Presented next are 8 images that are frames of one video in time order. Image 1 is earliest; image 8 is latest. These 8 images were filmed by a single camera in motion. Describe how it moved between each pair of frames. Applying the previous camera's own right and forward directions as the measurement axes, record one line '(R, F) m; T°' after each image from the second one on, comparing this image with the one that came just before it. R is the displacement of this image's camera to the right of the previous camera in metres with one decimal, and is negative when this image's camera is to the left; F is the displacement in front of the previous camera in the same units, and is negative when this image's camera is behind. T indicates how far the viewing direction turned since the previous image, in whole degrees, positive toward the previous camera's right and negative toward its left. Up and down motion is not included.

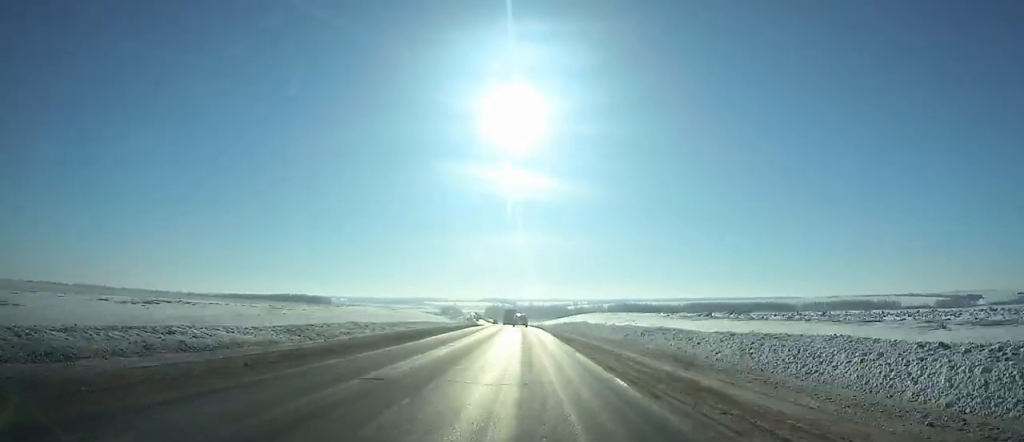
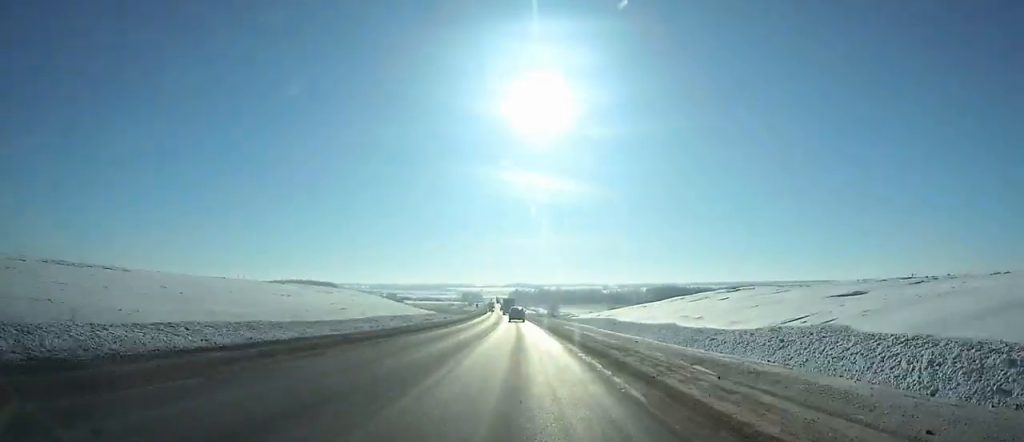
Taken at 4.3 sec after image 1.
(-0.8, +92.7) m; -1°
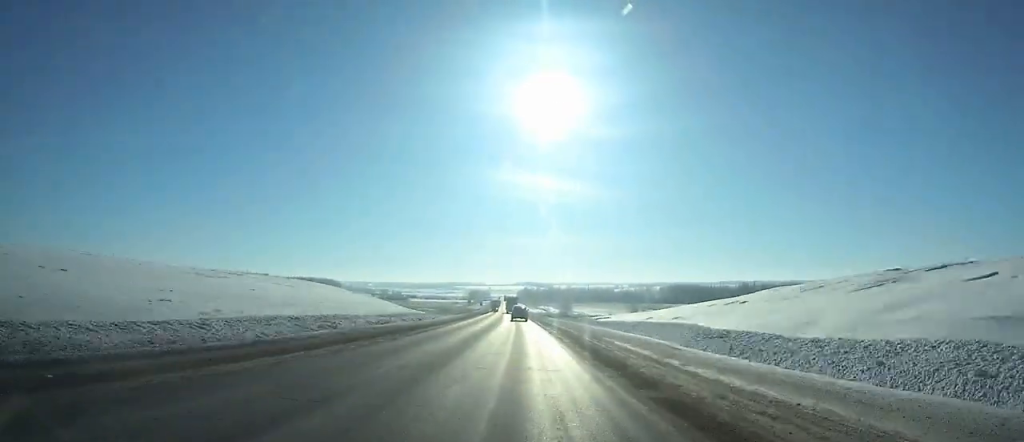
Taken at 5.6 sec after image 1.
(+0.3, +27.9) m; -1°
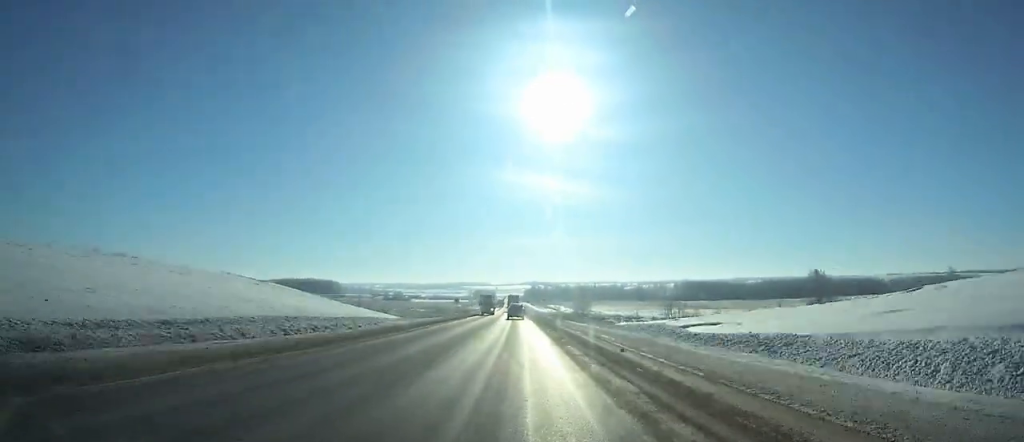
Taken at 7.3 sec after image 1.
(-0.6, +36.2) m; -1°
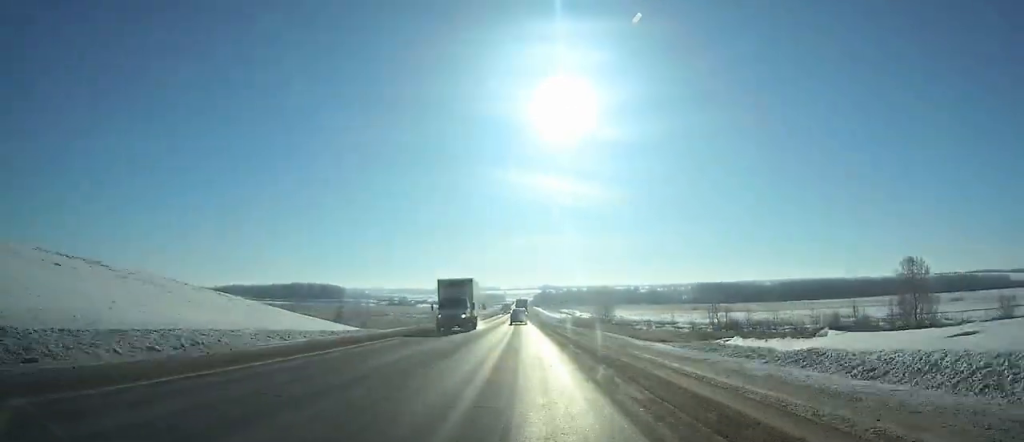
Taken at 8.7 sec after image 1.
(-0.6, +29.7) m; -1°
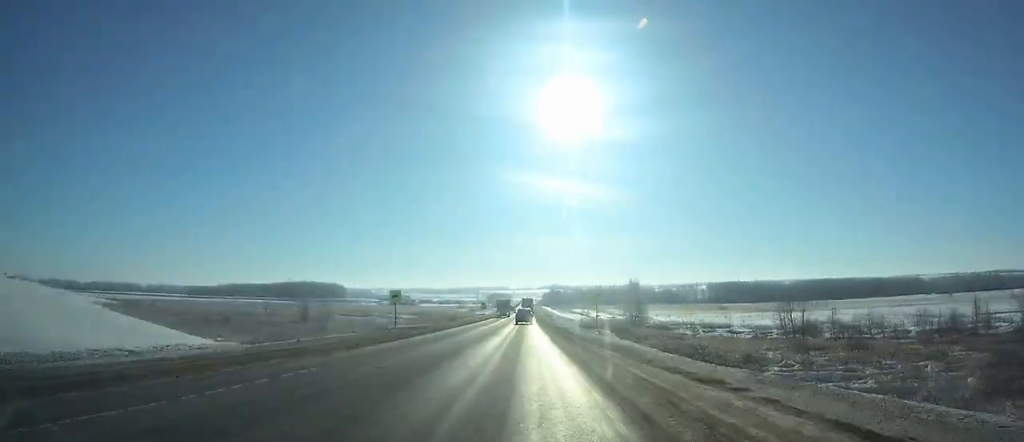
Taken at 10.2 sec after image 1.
(-0.2, +31.8) m; 0°
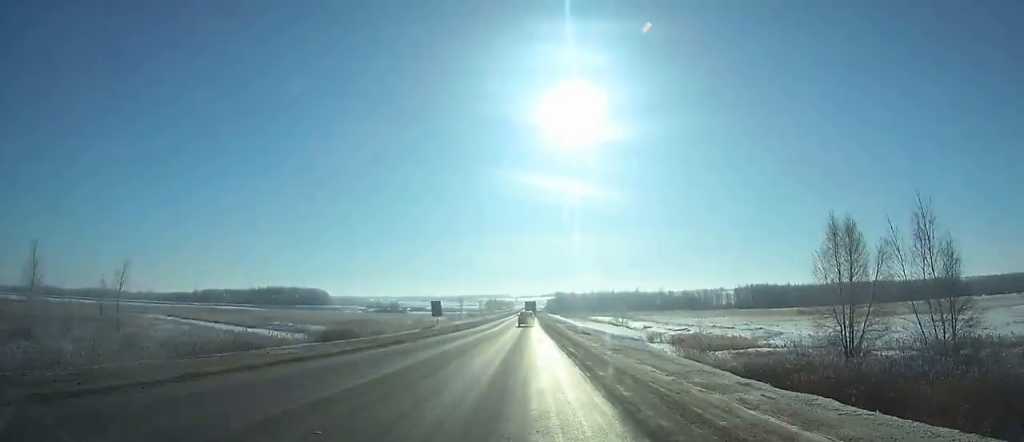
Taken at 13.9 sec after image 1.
(-0.4, +78.1) m; -1°
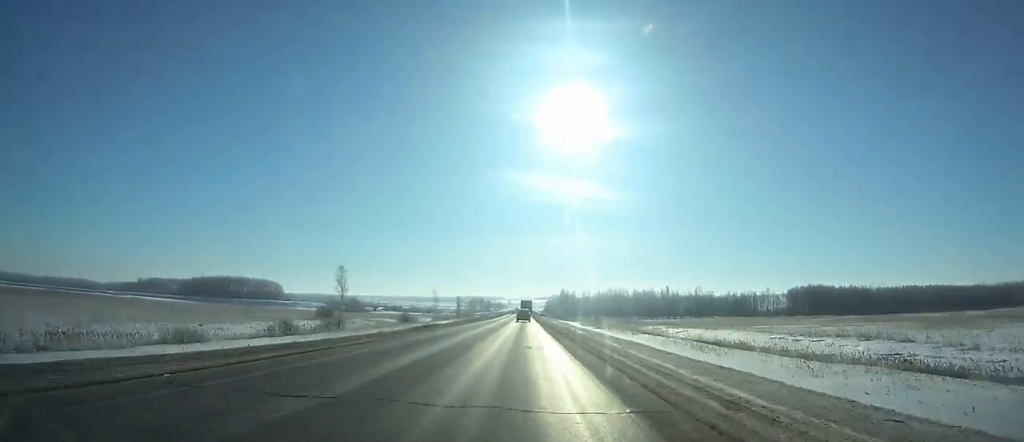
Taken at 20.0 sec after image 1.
(+0.1, +130.4) m; 0°
